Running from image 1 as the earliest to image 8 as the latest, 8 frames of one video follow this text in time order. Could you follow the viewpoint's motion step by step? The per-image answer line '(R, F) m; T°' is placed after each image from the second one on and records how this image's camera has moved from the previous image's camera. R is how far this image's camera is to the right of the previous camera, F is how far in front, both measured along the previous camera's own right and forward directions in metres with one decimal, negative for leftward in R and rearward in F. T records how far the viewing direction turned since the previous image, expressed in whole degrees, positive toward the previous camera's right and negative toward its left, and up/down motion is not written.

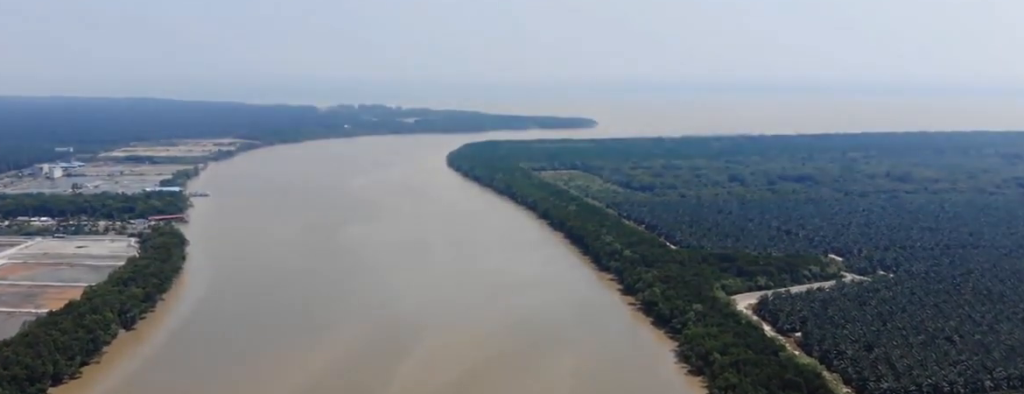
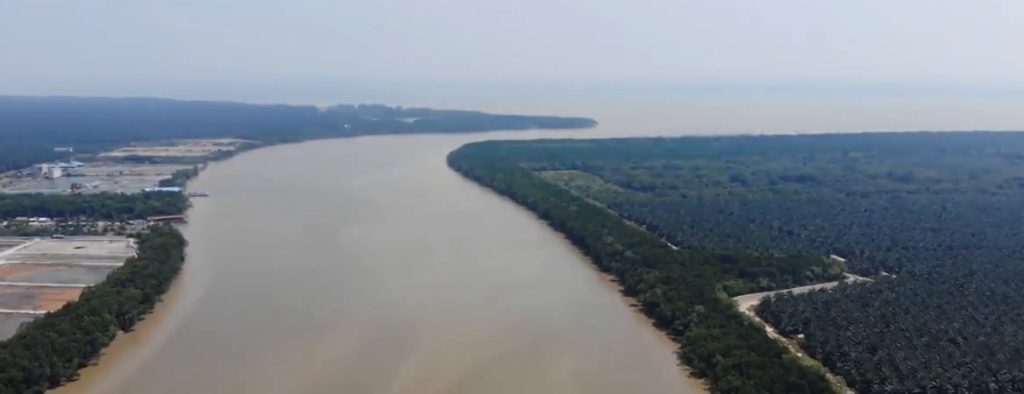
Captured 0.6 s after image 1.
(0.0, +3.5) m; 0°
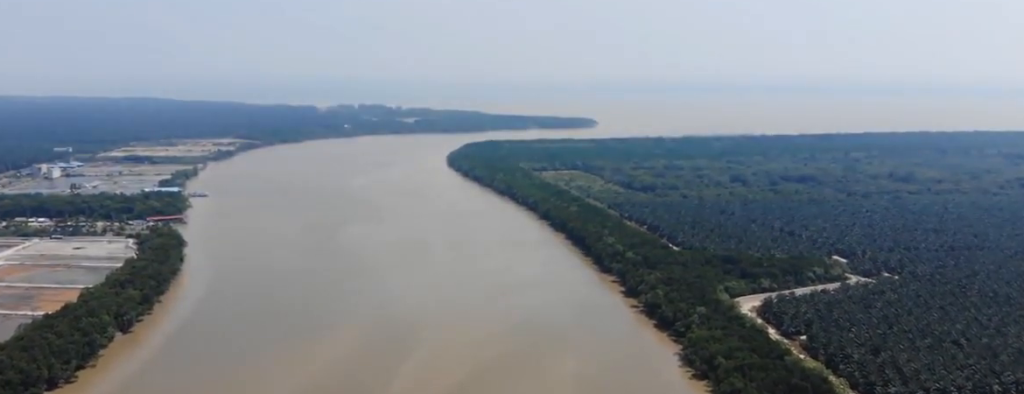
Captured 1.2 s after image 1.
(0.0, +2.9) m; 0°
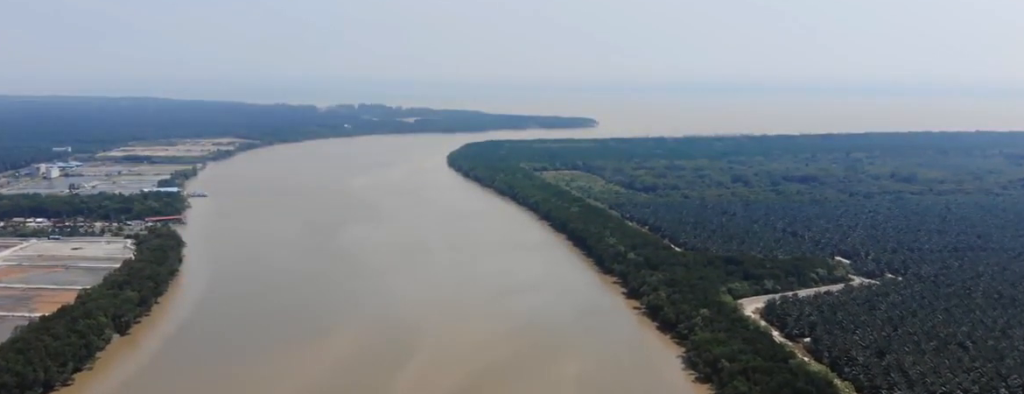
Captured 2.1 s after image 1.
(0.0, +5.1) m; 0°
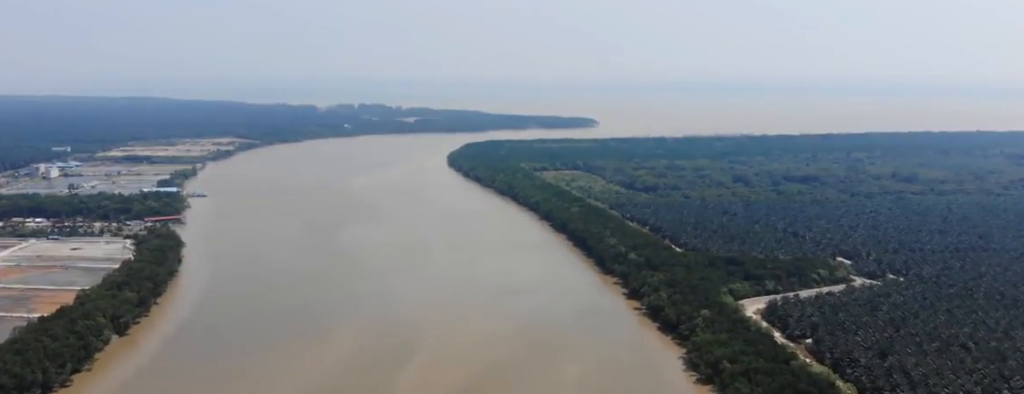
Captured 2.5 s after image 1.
(0.0, +2.2) m; 0°
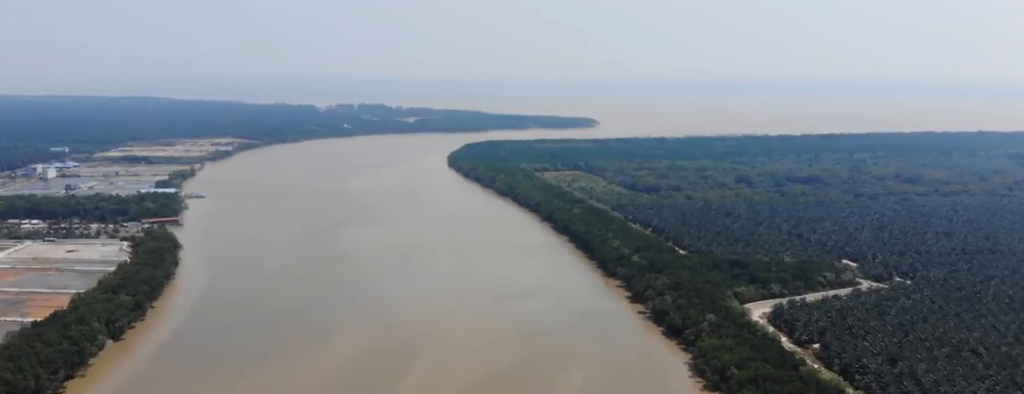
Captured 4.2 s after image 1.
(+0.1, +9.6) m; +2°
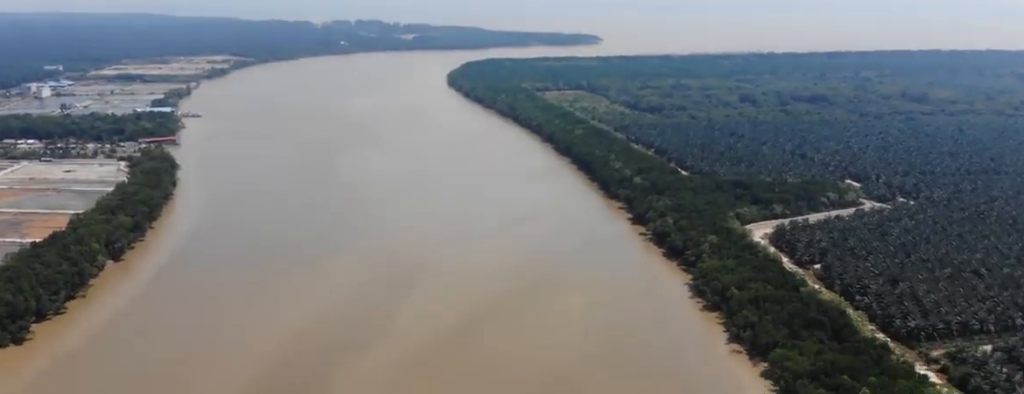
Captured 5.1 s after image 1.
(0.0, +4.6) m; +1°
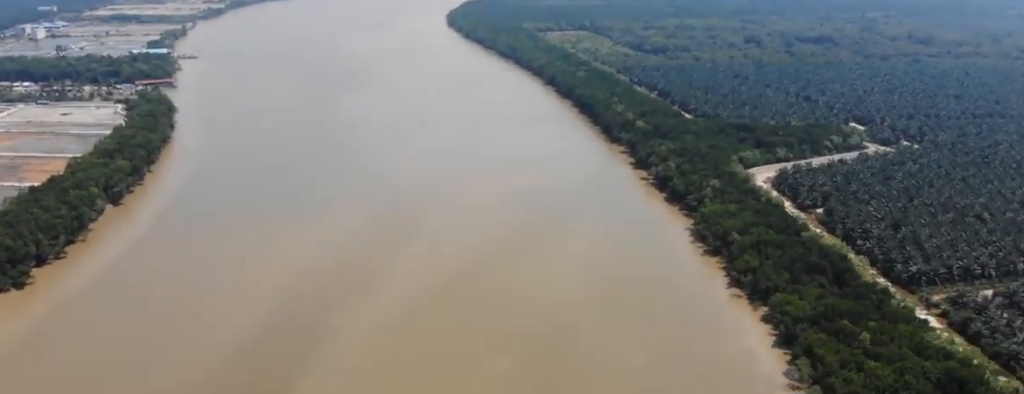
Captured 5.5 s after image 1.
(0.0, +2.4) m; +1°
